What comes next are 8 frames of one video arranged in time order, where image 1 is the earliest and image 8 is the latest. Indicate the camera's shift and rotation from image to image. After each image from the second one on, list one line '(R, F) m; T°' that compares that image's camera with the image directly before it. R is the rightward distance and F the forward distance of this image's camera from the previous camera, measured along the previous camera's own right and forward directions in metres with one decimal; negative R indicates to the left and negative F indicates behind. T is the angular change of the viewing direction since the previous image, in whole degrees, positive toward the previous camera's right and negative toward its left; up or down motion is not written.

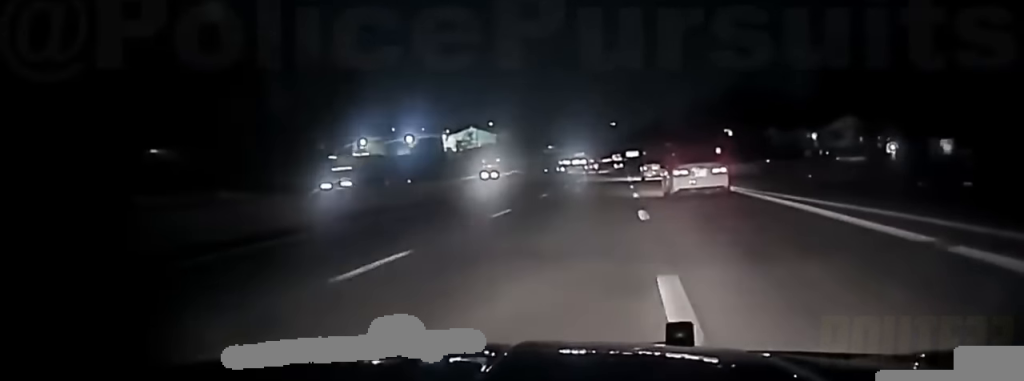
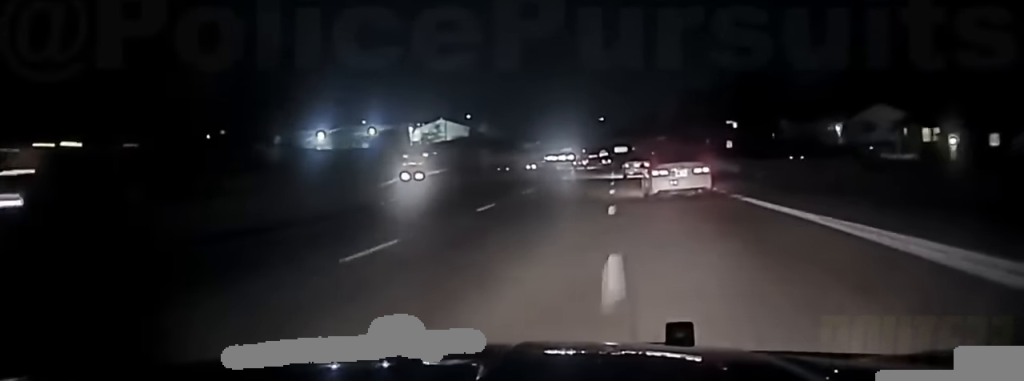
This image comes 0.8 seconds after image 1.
(0.0, +21.9) m; 0°
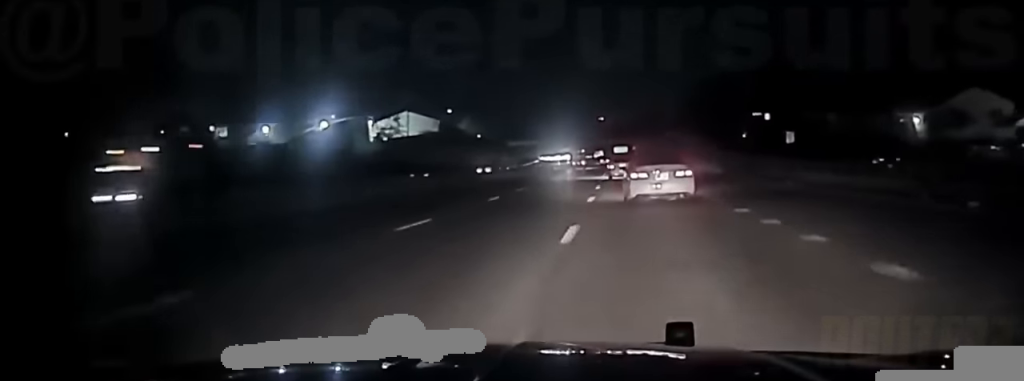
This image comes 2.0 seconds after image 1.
(0.0, +33.5) m; 0°
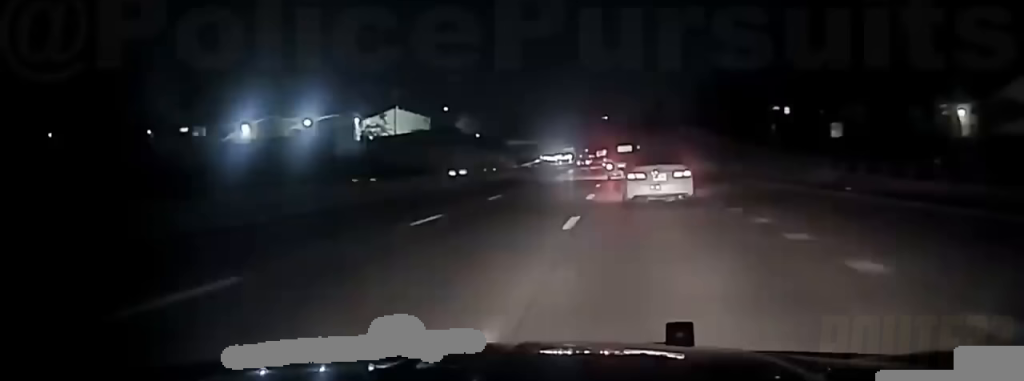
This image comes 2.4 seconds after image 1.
(0.0, +11.7) m; 0°
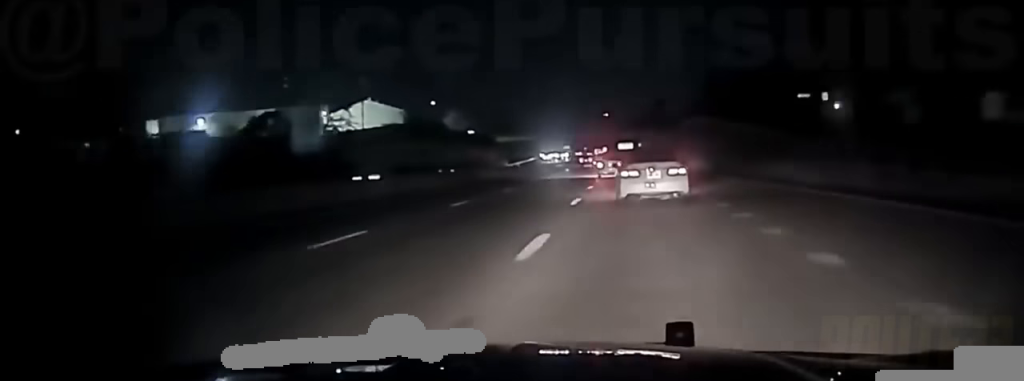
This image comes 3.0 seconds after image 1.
(-0.1, +17.0) m; +2°
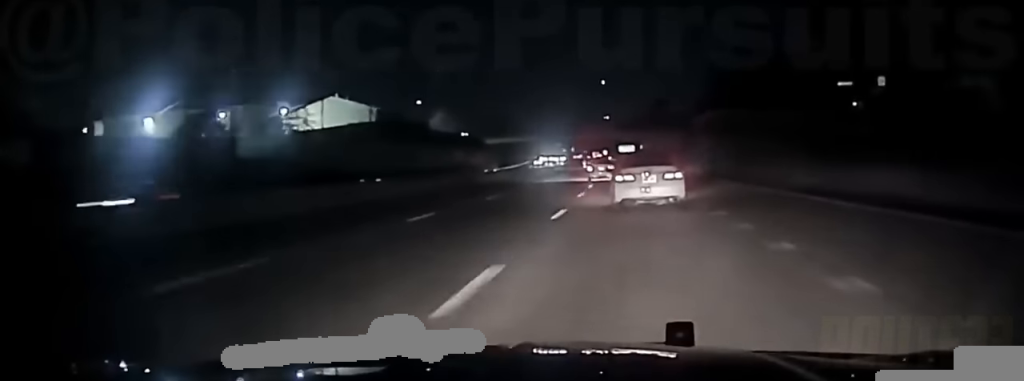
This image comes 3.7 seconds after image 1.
(+0.3, +17.8) m; +1°
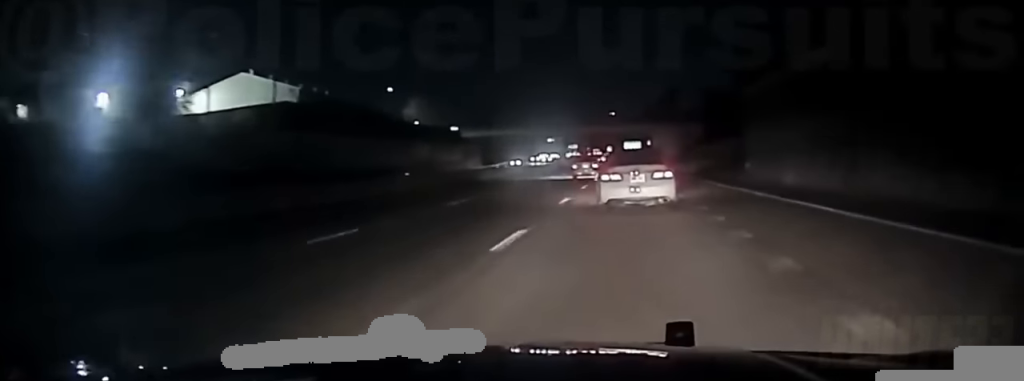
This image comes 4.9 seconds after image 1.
(+0.6, +32.3) m; 0°
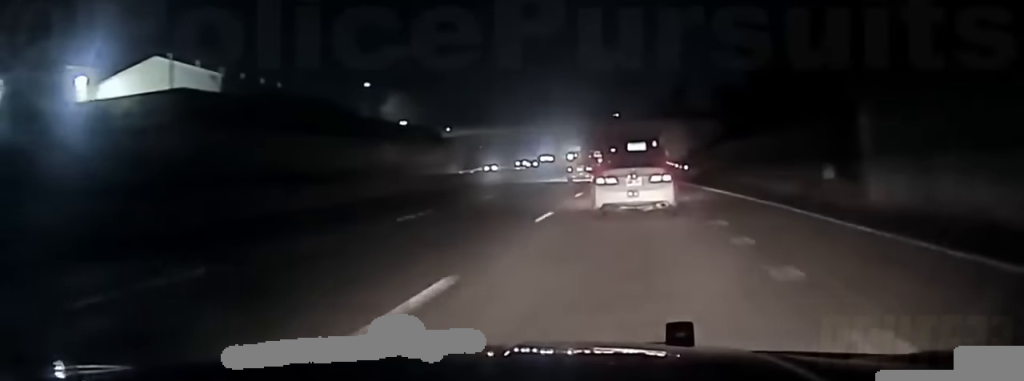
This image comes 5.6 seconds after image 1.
(-0.2, +18.3) m; -1°
